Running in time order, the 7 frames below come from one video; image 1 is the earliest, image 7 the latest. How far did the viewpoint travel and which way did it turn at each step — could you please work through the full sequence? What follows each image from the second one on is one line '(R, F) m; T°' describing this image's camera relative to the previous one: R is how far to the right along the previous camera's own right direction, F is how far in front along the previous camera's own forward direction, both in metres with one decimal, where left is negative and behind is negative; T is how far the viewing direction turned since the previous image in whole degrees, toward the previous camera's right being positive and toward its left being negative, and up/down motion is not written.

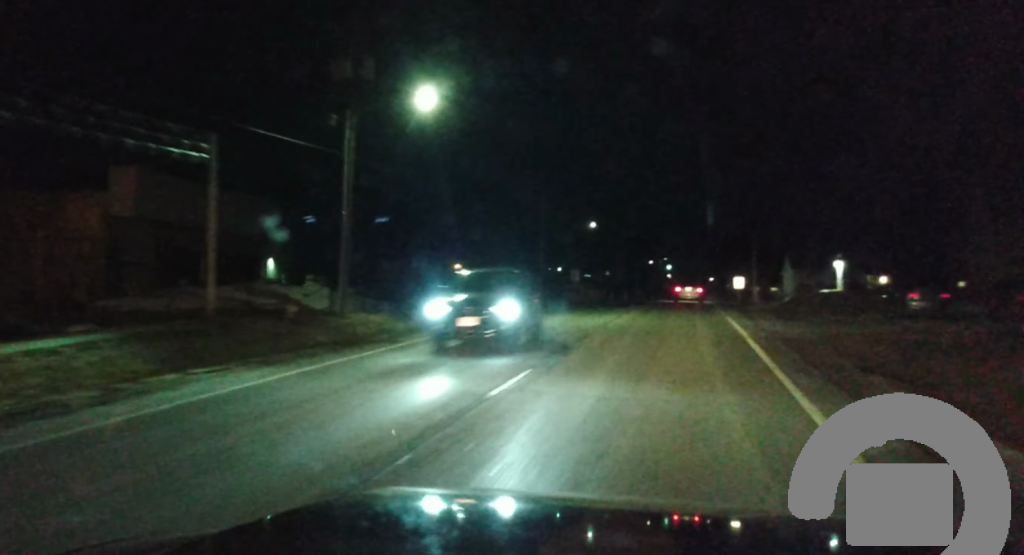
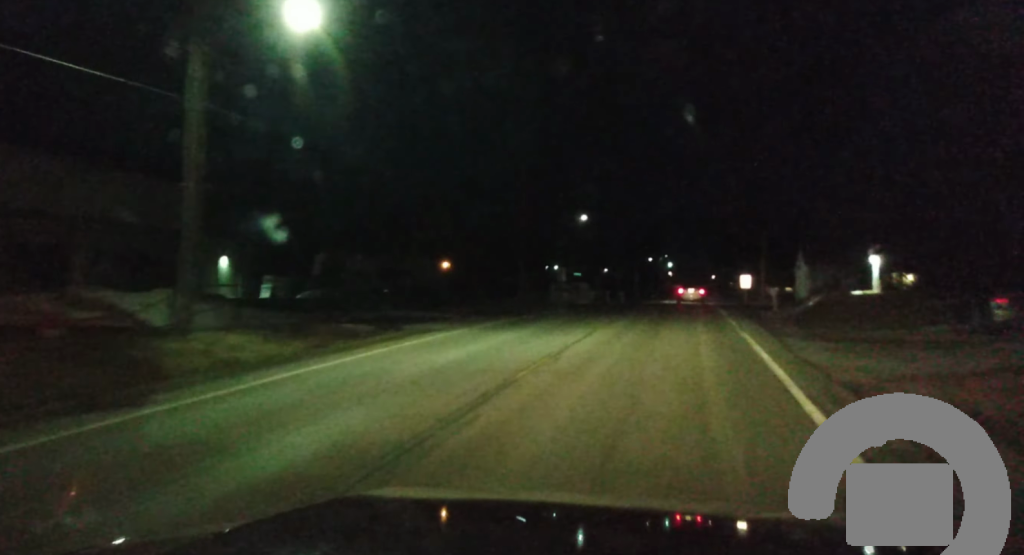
(+0.1, +10.3) m; 0°
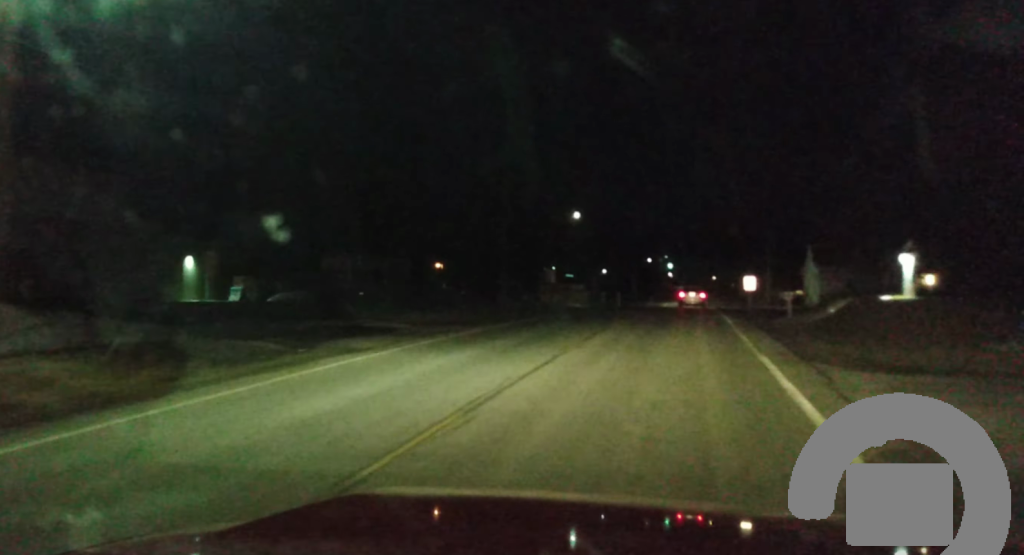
(+0.1, +6.3) m; -1°
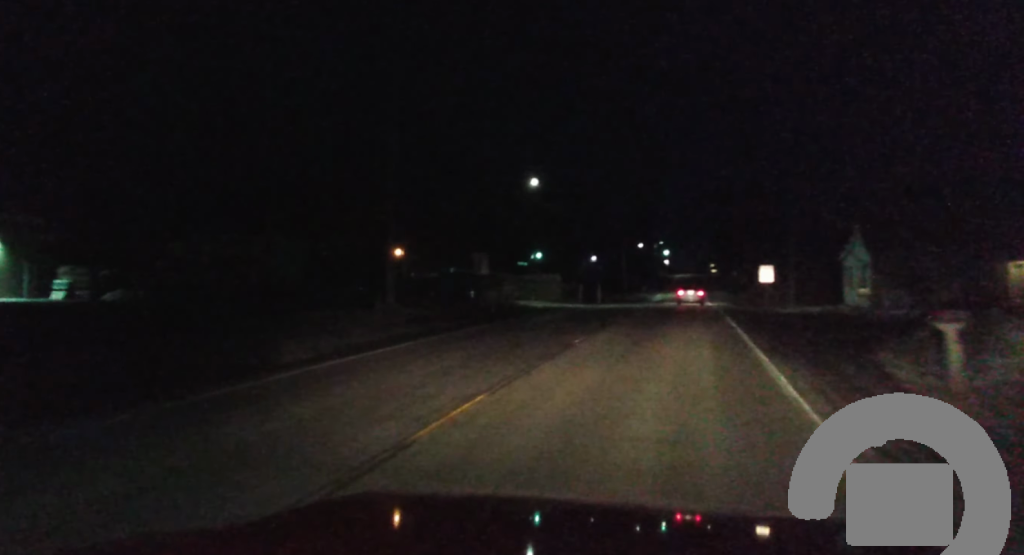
(-0.5, +22.4) m; -1°
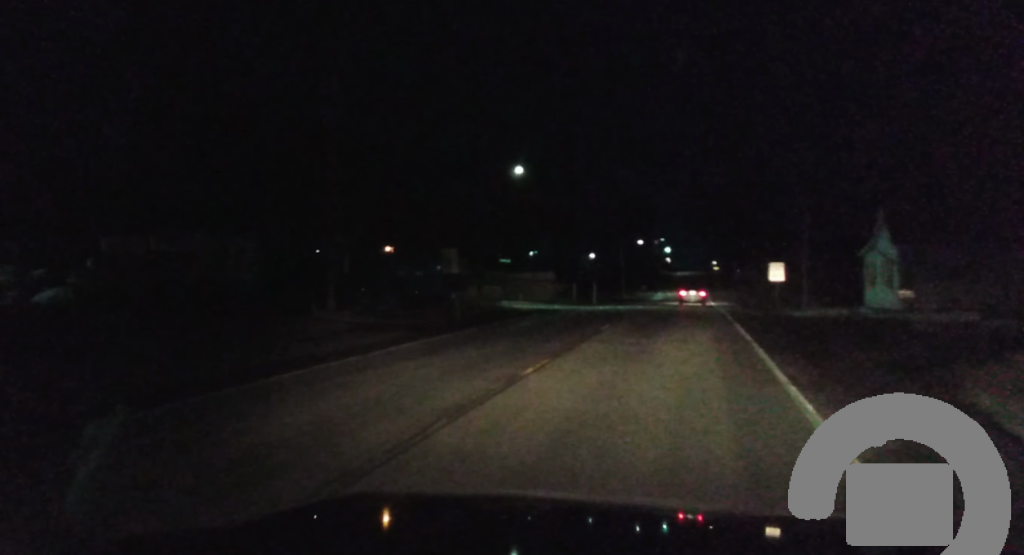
(-0.1, +6.8) m; +1°
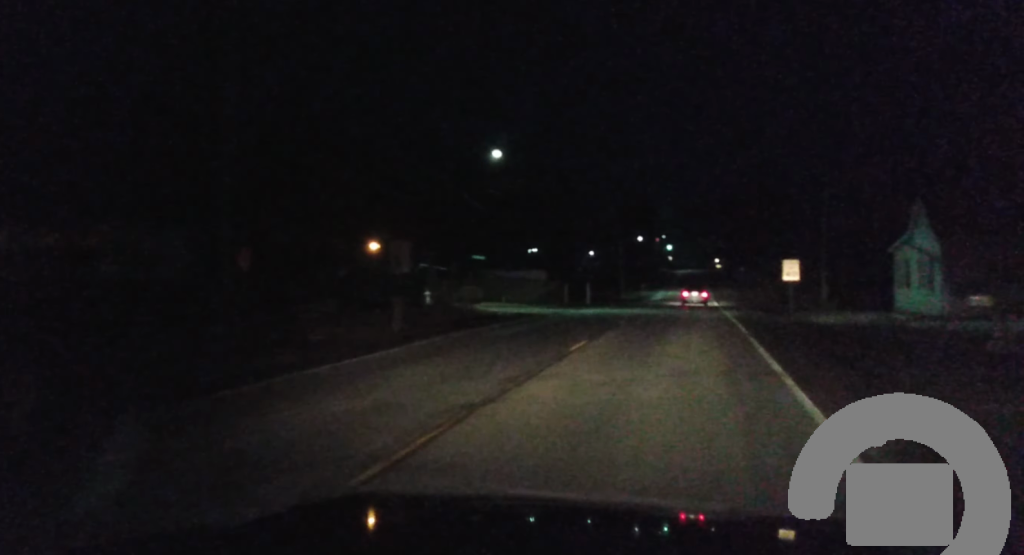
(+0.2, +7.4) m; +1°
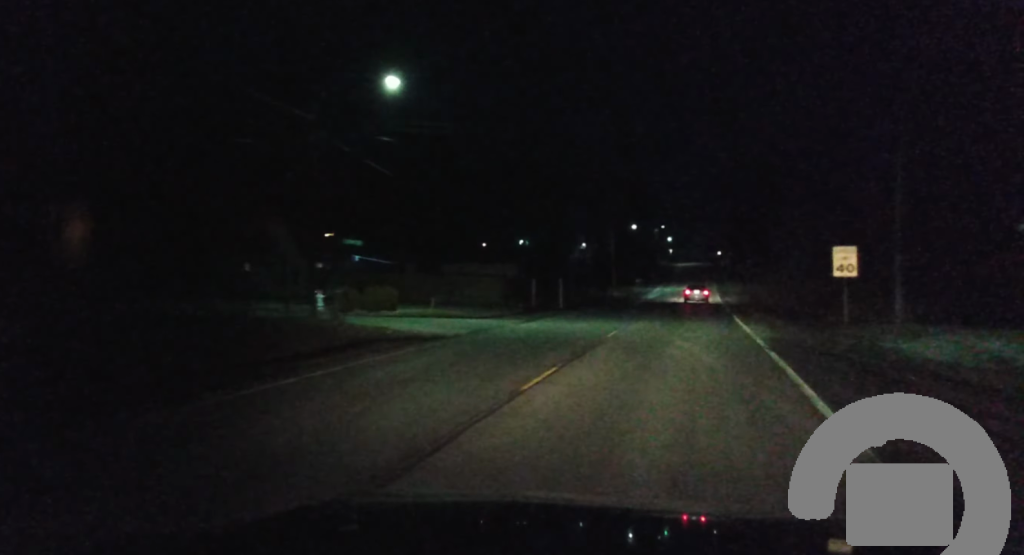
(+0.2, +18.4) m; +1°
